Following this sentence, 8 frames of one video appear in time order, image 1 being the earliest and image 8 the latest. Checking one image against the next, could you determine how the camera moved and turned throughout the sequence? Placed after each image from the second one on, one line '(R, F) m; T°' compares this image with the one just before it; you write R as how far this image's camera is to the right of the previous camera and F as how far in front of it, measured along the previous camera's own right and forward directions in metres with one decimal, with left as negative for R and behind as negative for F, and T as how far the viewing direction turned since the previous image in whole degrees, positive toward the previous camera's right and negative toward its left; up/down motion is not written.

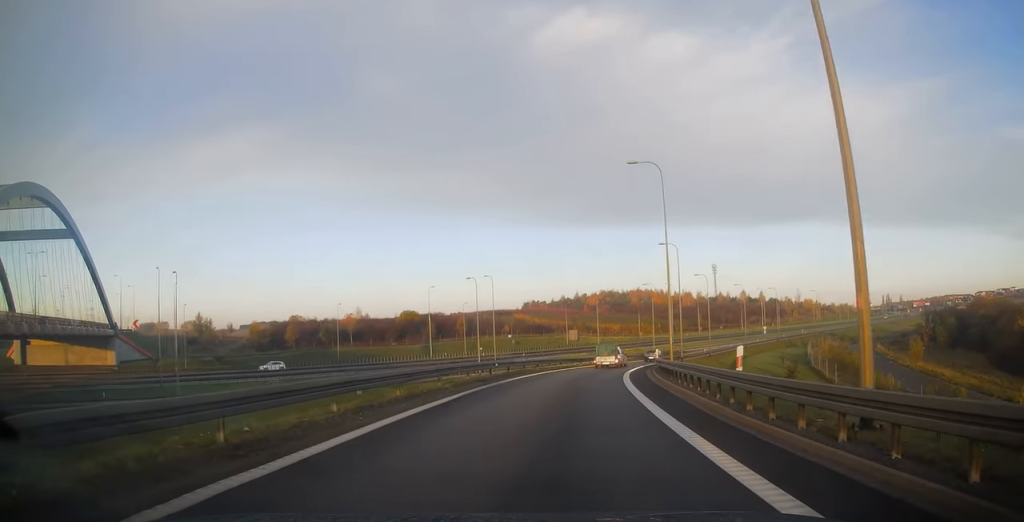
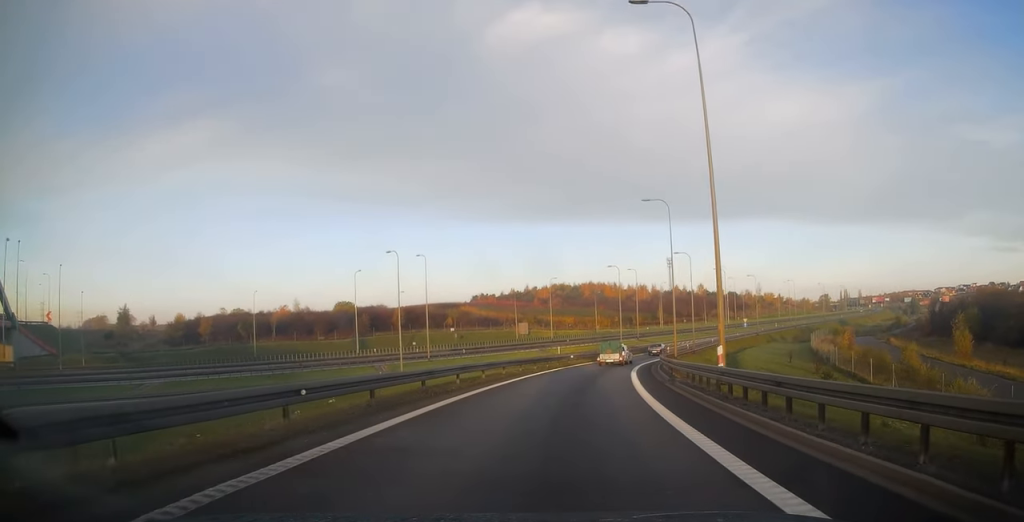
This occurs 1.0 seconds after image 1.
(+0.8, +17.8) m; +5°
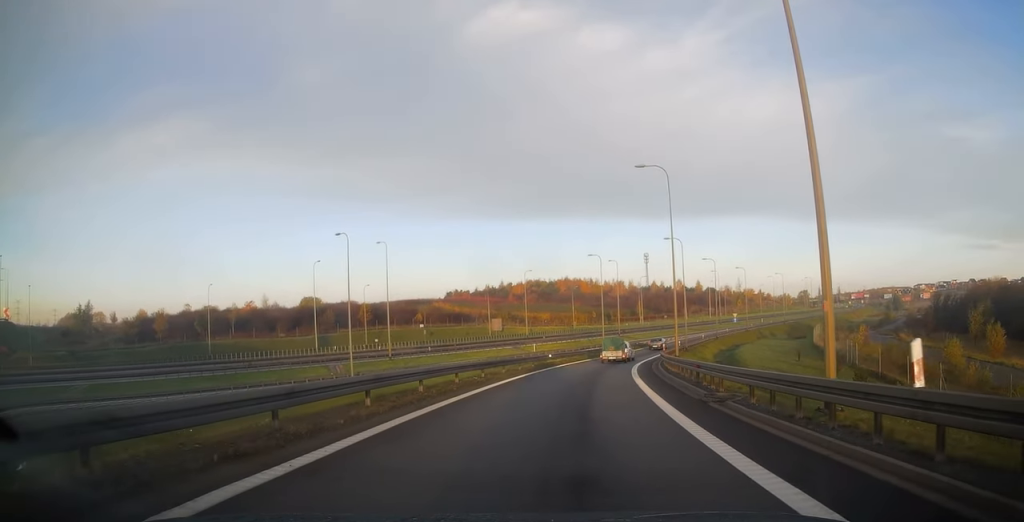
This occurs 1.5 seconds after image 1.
(+0.2, +8.3) m; +2°
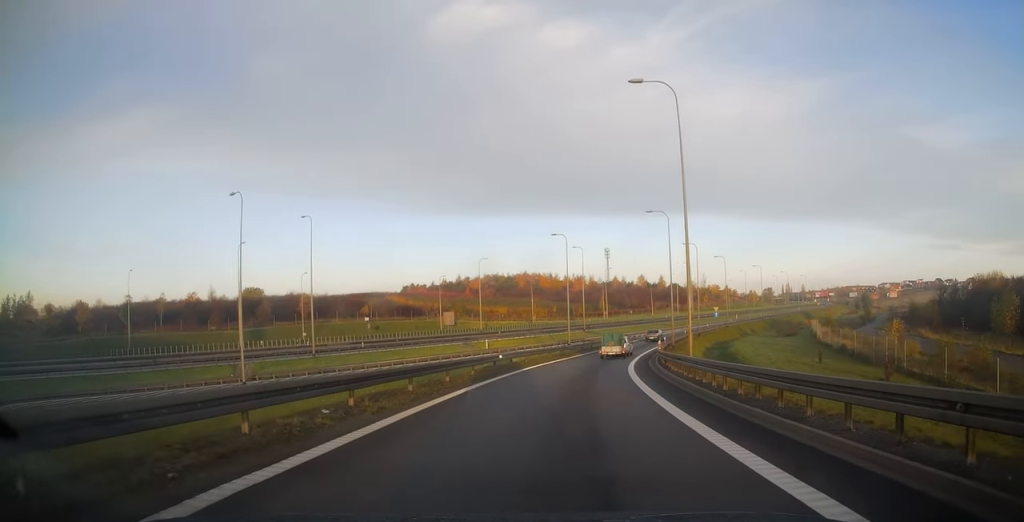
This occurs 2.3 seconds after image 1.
(+0.2, +12.6) m; +3°
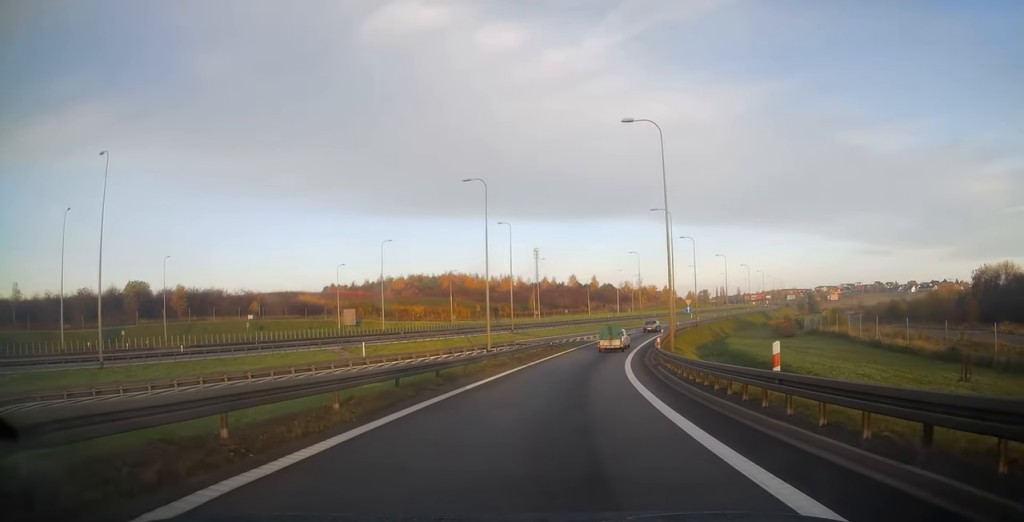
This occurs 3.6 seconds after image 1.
(+1.5, +23.6) m; +7°
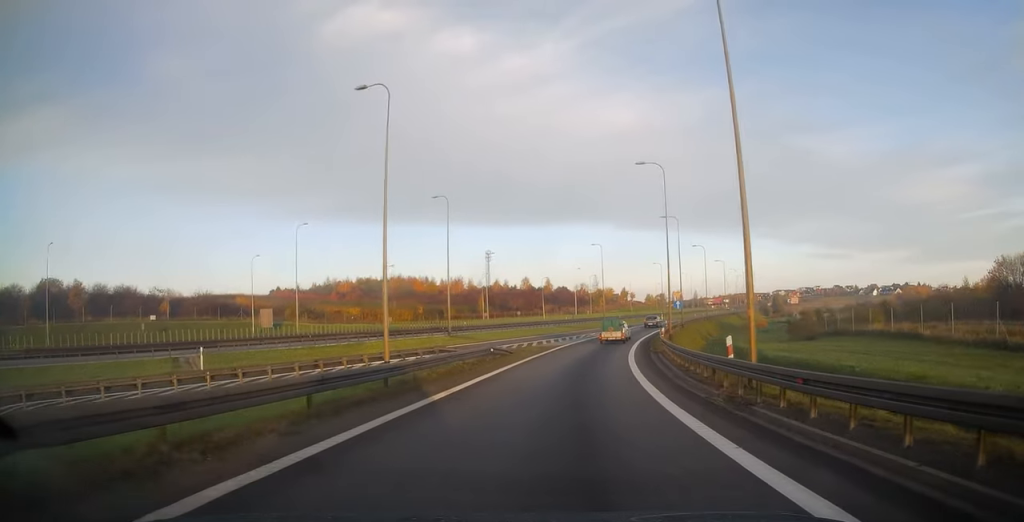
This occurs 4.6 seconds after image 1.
(+0.8, +16.9) m; +5°
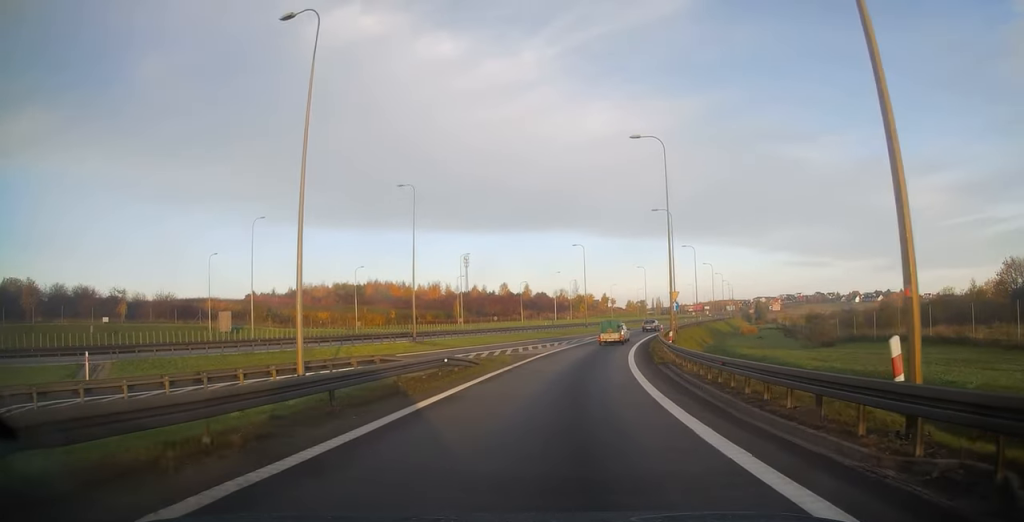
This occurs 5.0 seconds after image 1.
(+0.1, +7.1) m; +2°
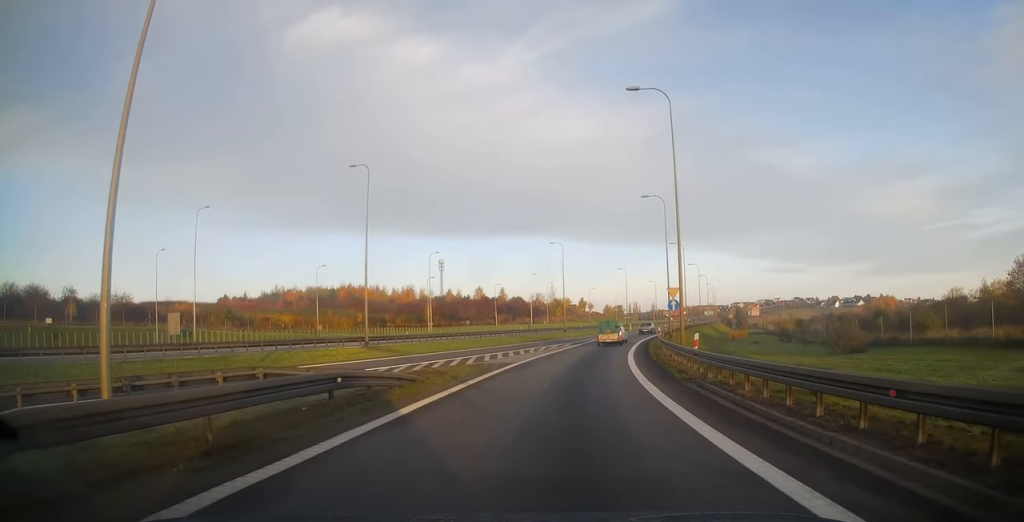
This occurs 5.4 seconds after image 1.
(+0.1, +7.9) m; +2°
